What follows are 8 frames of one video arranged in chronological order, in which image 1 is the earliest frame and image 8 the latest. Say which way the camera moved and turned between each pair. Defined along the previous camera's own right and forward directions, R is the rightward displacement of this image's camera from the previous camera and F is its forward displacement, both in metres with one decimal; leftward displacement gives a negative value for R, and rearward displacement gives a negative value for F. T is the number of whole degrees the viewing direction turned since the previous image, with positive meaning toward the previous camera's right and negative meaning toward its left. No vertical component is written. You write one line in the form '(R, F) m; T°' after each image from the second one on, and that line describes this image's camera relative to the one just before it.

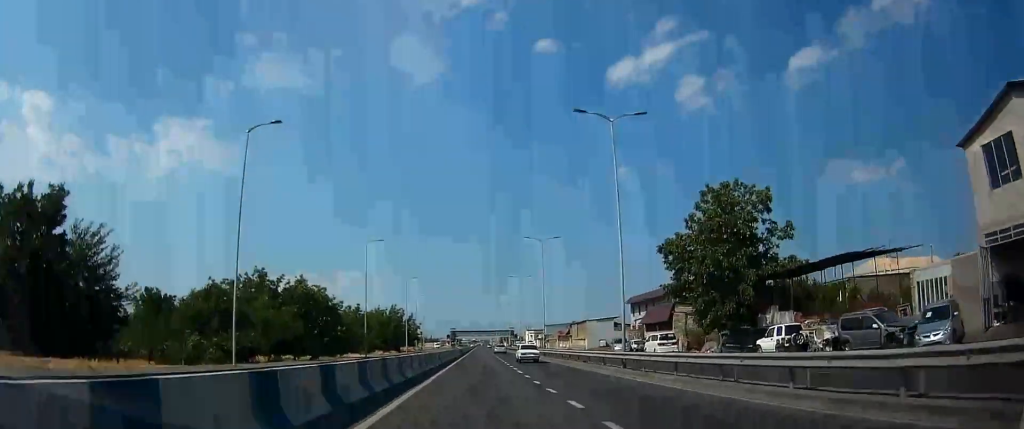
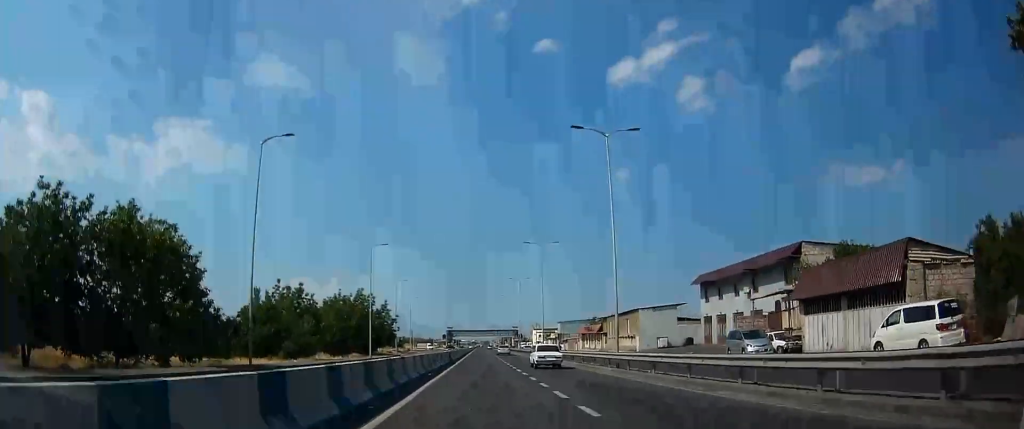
(-0.1, +32.2) m; -1°
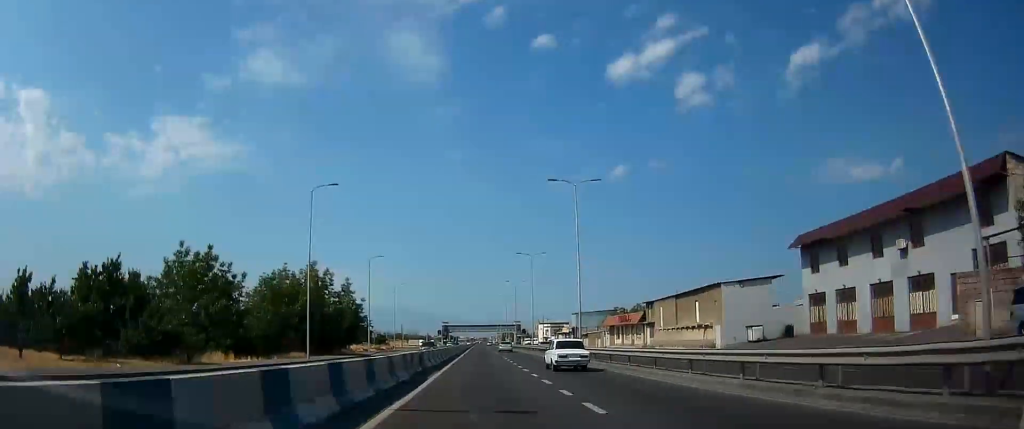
(0.0, +23.3) m; +1°
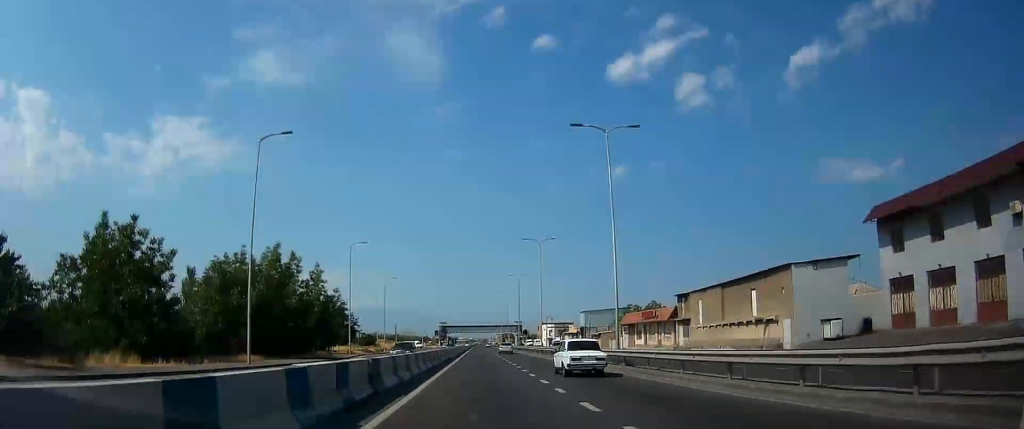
(+0.1, +11.9) m; 0°
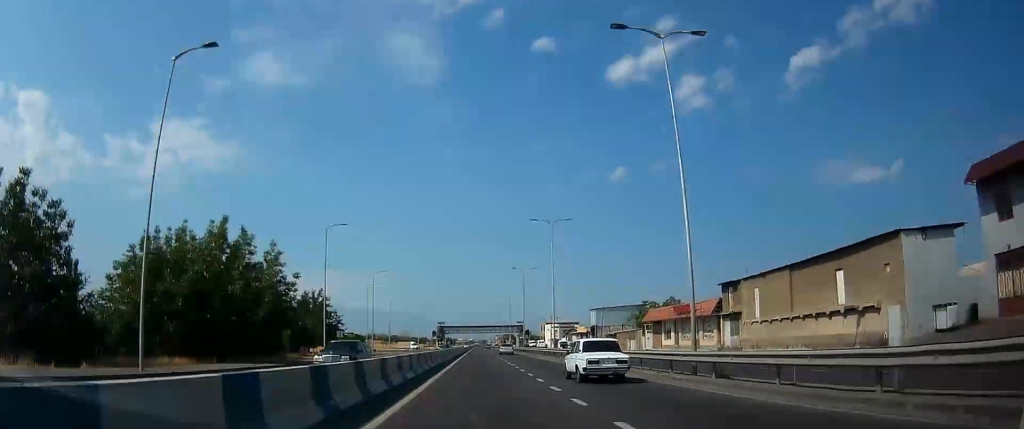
(+0.1, +12.0) m; 0°
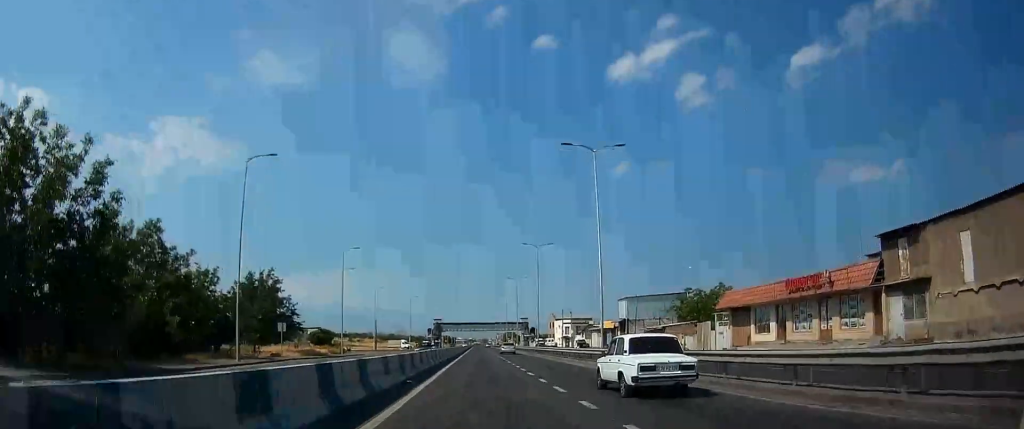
(0.0, +22.7) m; -1°
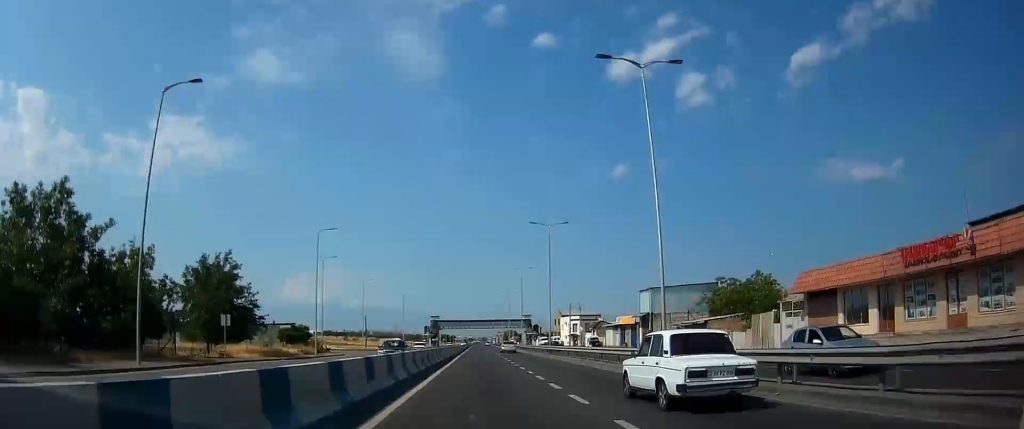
(-0.1, +12.2) m; 0°
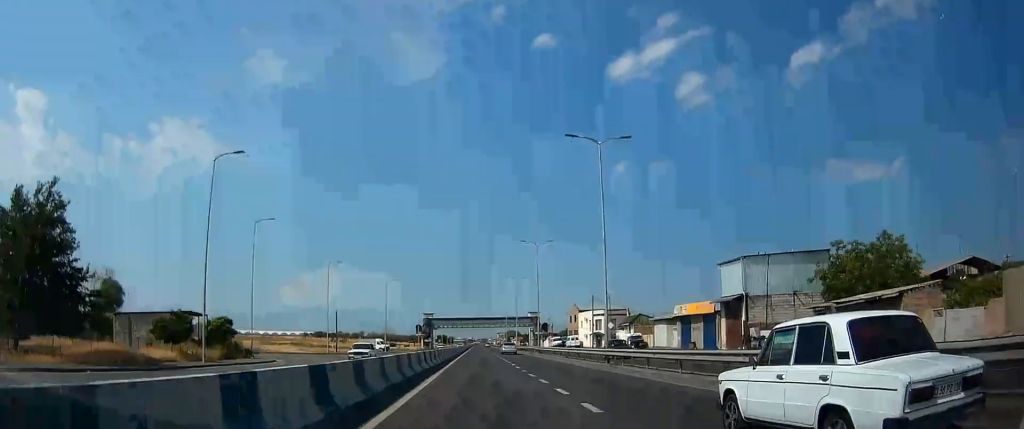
(0.0, +27.1) m; +1°
